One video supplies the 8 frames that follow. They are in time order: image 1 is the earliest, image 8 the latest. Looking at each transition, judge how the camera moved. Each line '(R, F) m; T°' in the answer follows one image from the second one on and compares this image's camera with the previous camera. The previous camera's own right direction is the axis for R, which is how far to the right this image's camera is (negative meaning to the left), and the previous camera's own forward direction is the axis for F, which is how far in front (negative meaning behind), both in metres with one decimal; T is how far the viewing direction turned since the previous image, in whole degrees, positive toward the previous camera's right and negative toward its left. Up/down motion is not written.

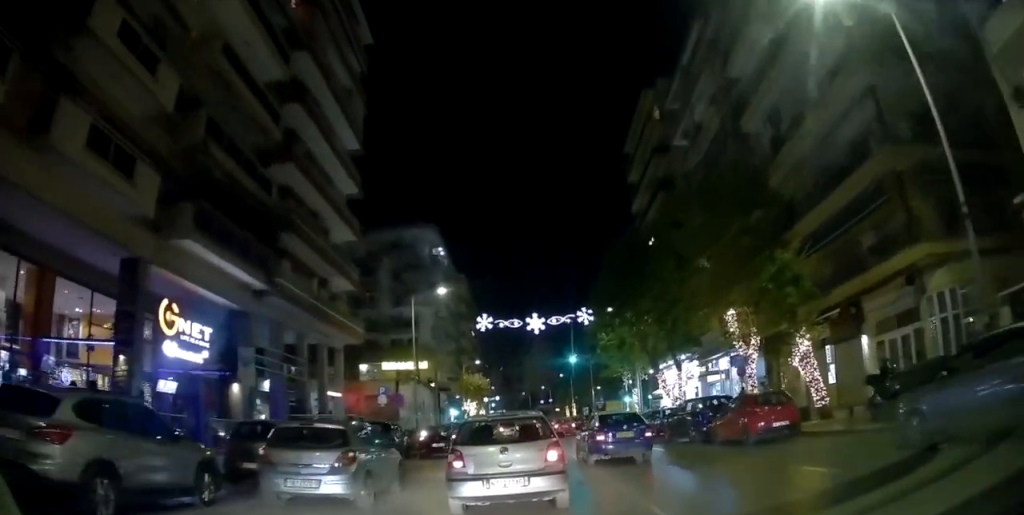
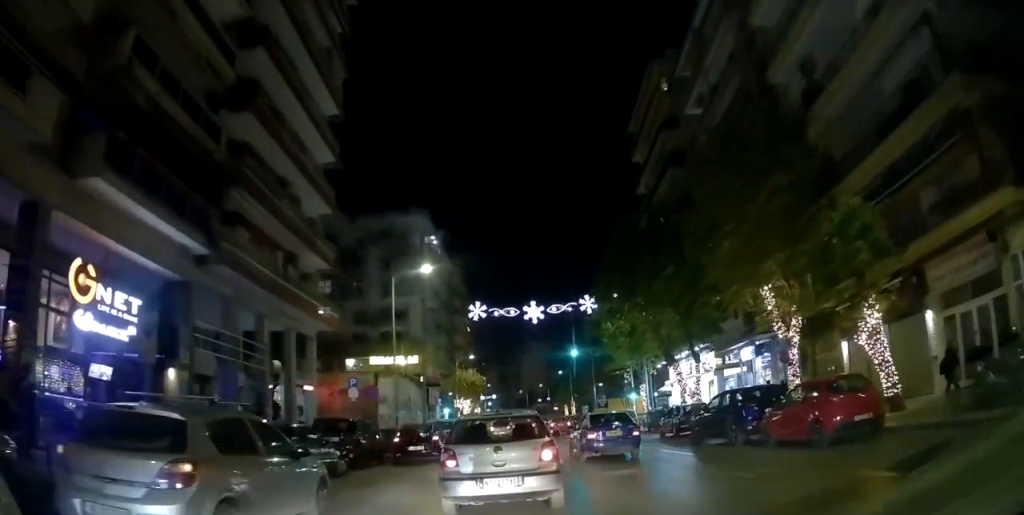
(-0.3, +4.5) m; -1°
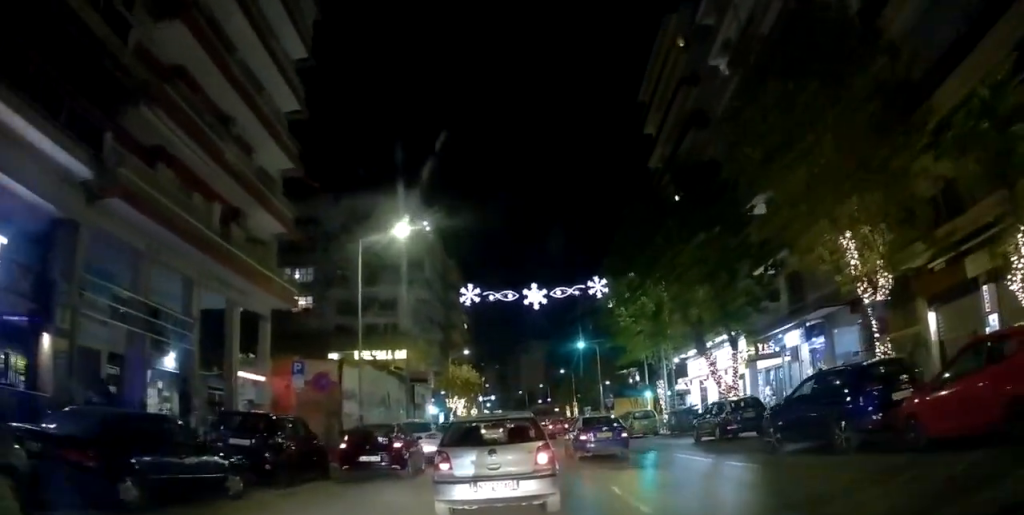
(0.0, +6.0) m; -2°
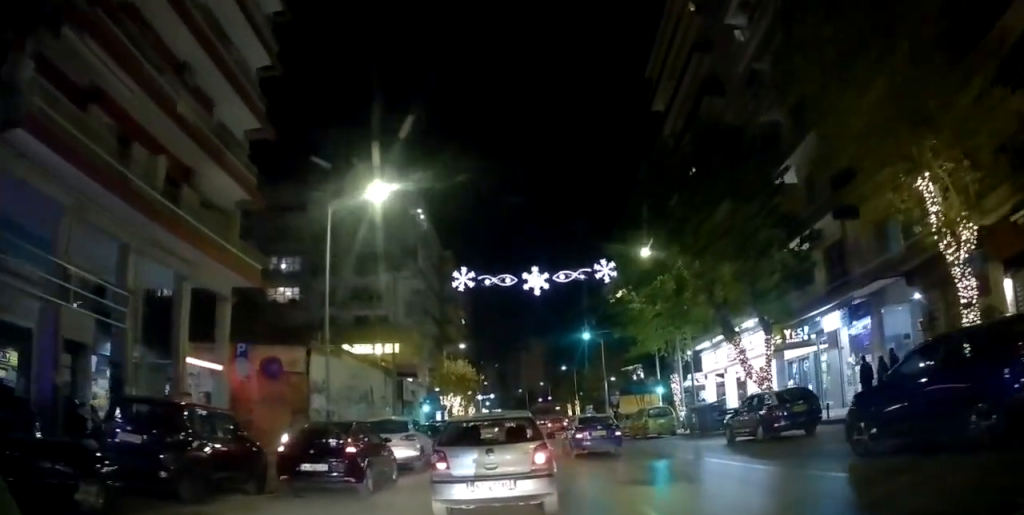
(+0.3, +3.8) m; -1°
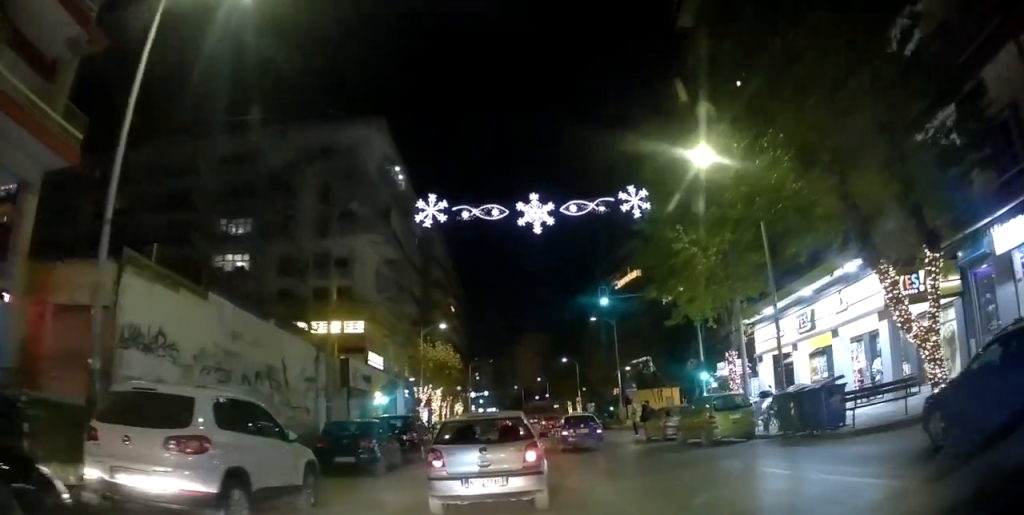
(-1.0, +9.9) m; -4°
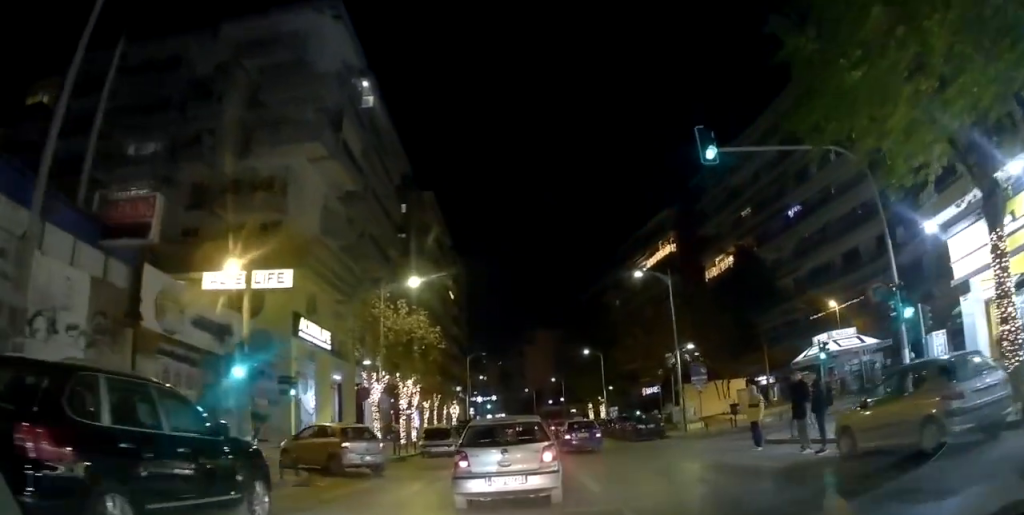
(+1.1, +14.0) m; +4°
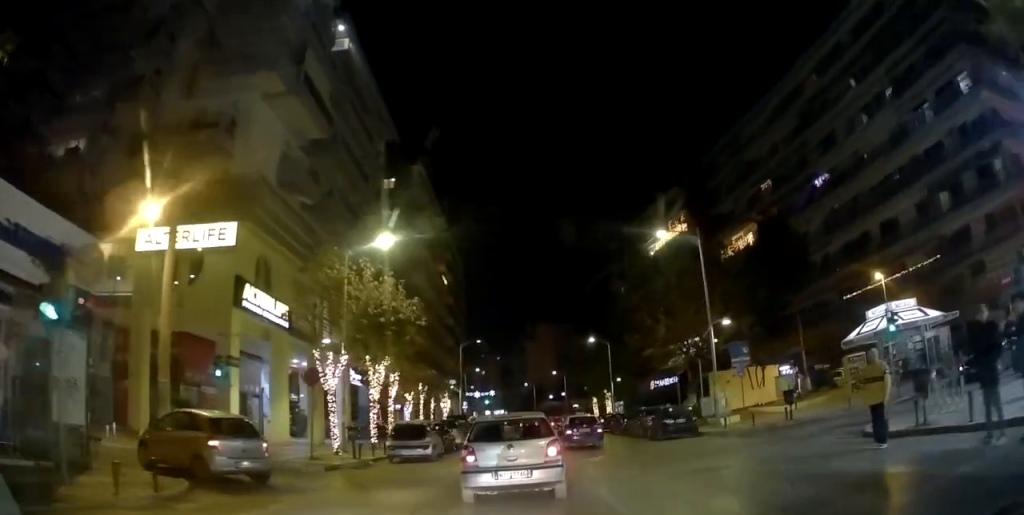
(-0.5, +5.4) m; -1°
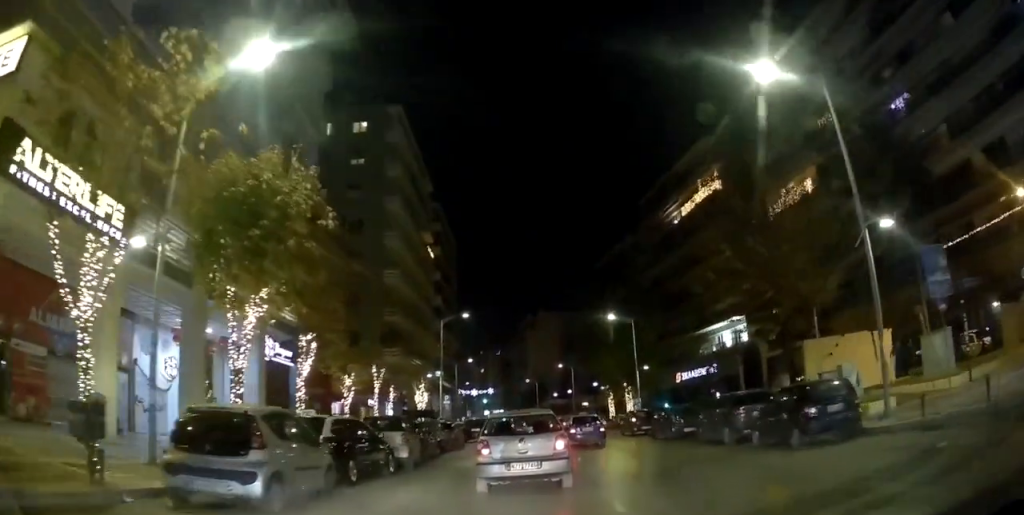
(+0.5, +12.4) m; +5°
